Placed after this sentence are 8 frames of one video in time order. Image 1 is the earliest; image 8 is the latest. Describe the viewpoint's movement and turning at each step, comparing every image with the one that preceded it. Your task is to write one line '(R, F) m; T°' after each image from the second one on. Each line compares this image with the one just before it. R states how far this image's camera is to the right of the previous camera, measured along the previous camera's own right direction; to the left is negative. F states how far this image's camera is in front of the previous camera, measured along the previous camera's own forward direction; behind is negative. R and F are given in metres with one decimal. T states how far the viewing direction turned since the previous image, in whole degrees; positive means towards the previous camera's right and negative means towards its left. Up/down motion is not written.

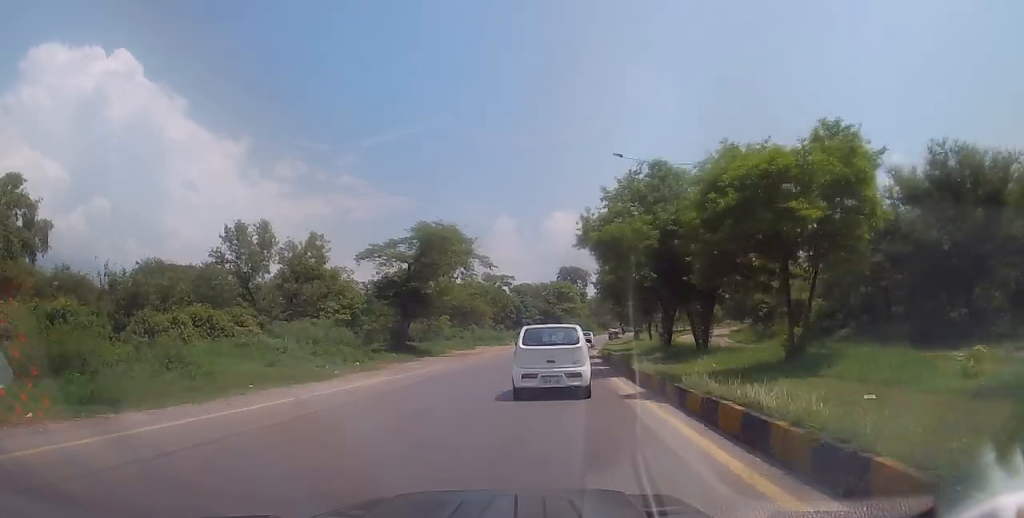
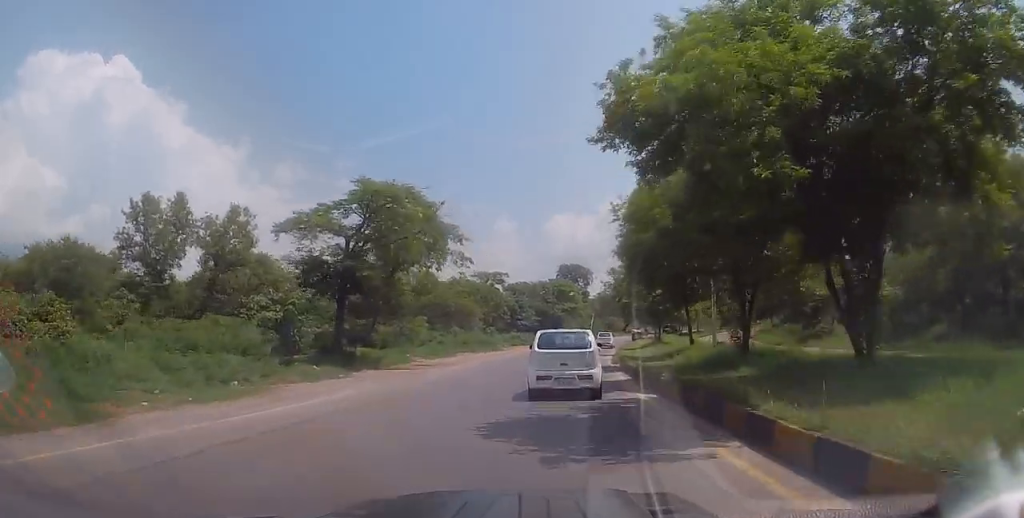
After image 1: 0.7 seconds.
(+0.1, +11.6) m; 0°
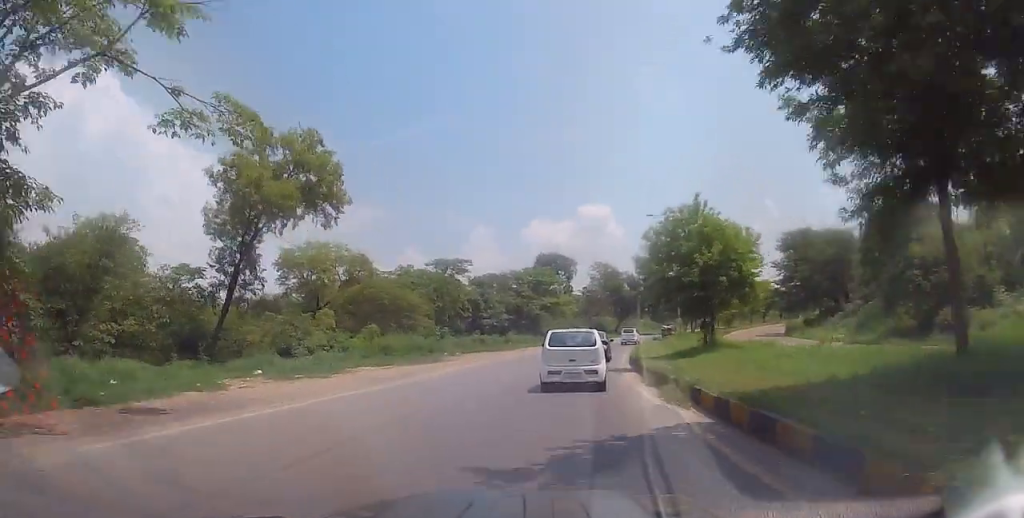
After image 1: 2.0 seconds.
(-0.1, +19.9) m; +1°
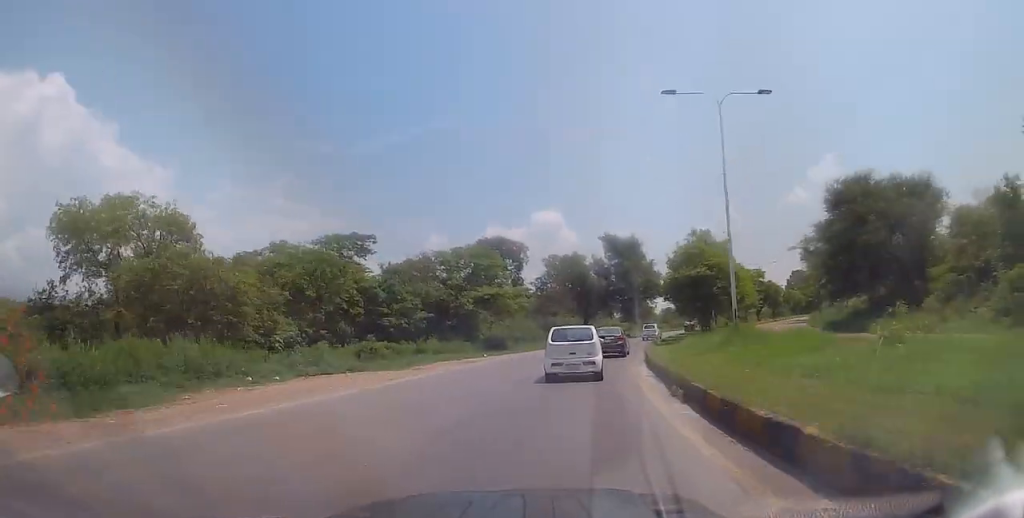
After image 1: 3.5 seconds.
(+1.4, +23.7) m; +7°
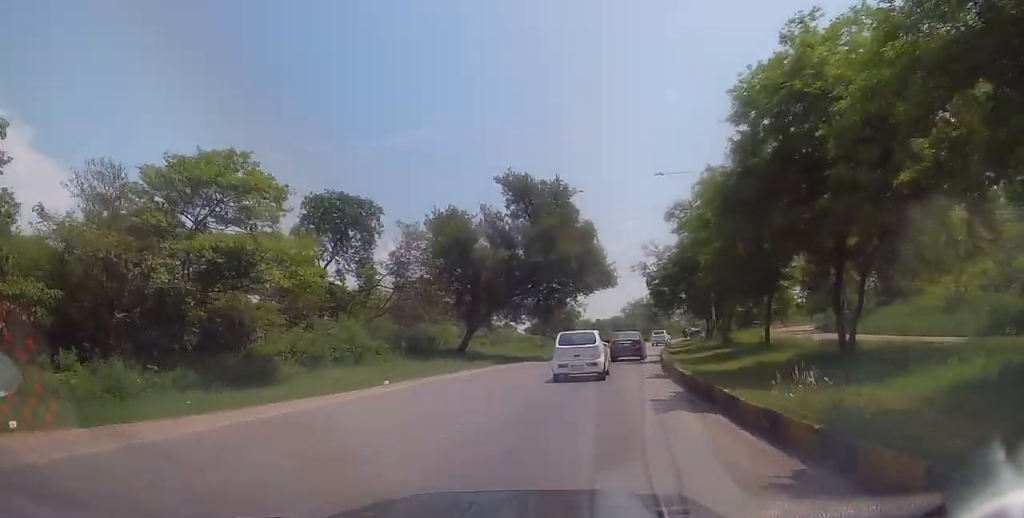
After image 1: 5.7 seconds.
(+1.1, +33.2) m; +6°
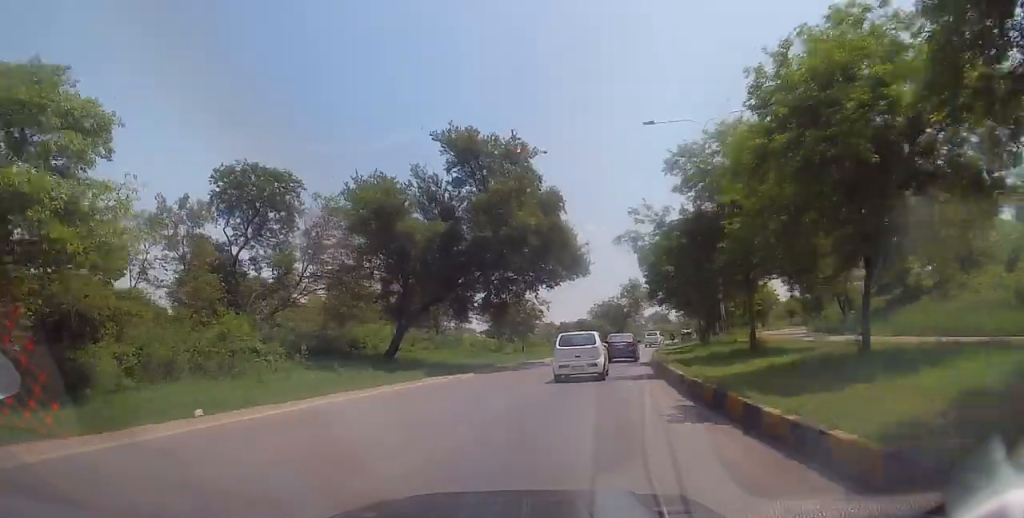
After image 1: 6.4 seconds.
(+0.6, +9.4) m; +4°
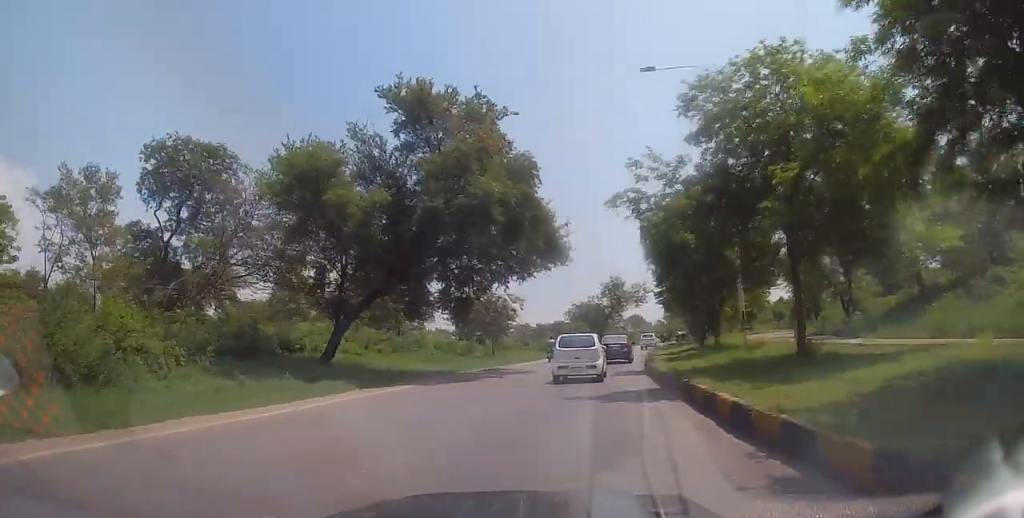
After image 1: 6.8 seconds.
(+0.1, +6.0) m; +2°
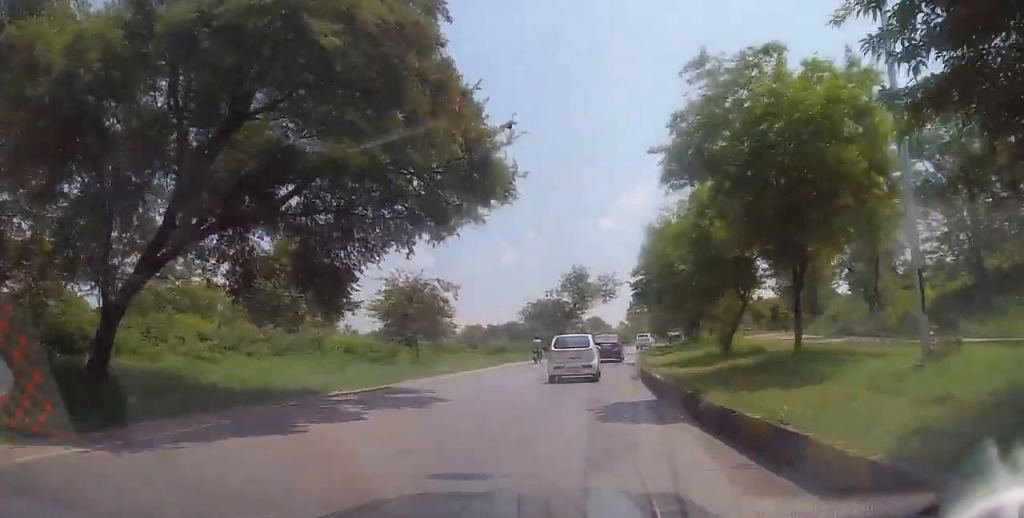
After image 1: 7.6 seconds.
(+0.5, +12.5) m; +4°
